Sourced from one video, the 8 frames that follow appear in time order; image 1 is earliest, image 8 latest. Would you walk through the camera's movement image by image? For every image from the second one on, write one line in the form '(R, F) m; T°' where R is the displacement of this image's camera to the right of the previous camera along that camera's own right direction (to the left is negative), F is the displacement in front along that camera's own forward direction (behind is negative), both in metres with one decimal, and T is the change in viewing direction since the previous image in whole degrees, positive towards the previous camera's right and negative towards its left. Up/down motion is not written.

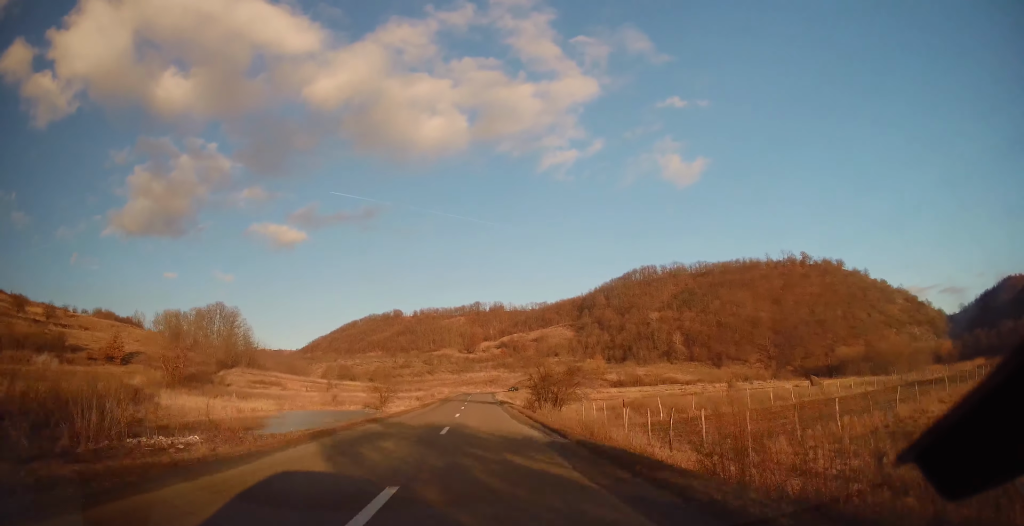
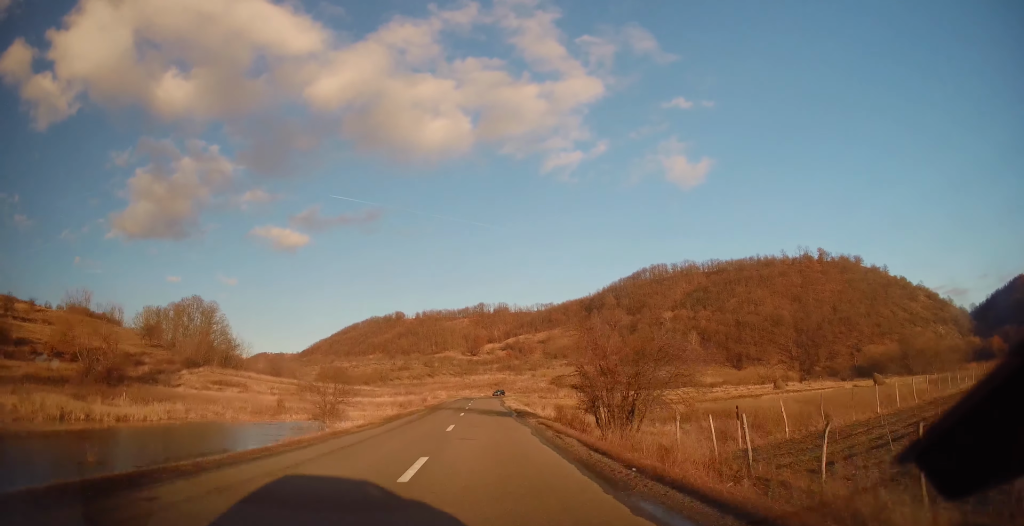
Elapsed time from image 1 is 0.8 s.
(-0.1, +19.2) m; 0°
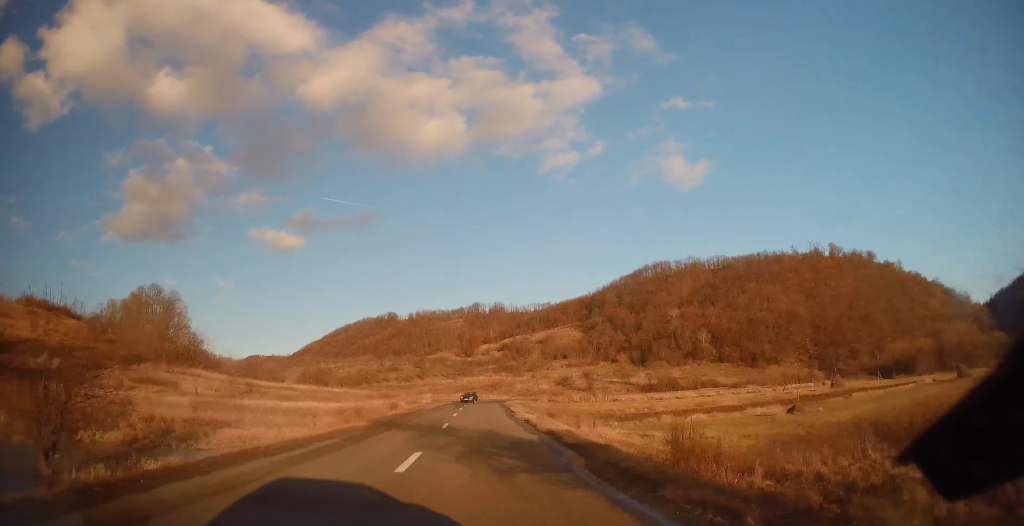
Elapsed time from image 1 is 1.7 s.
(-0.1, +21.2) m; 0°
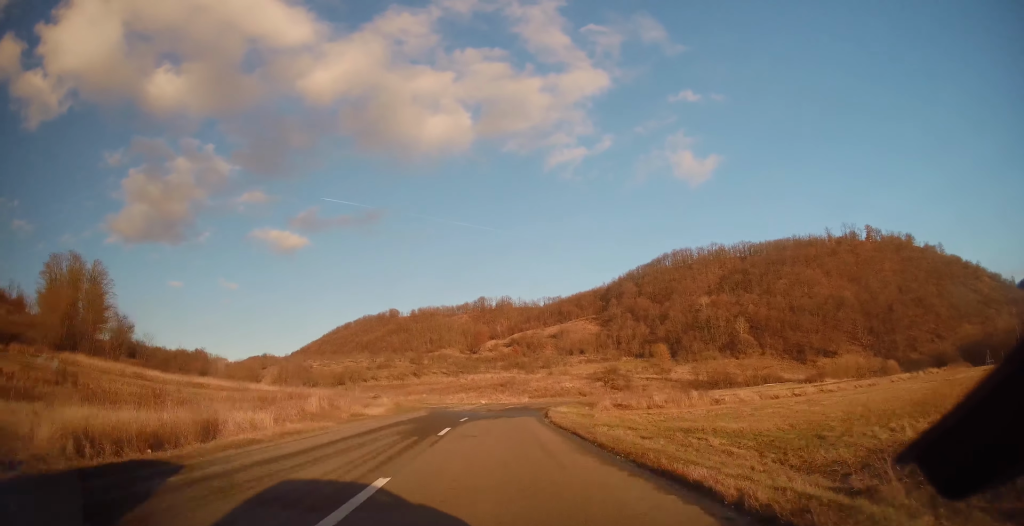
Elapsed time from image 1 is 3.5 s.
(+0.1, +36.3) m; +2°
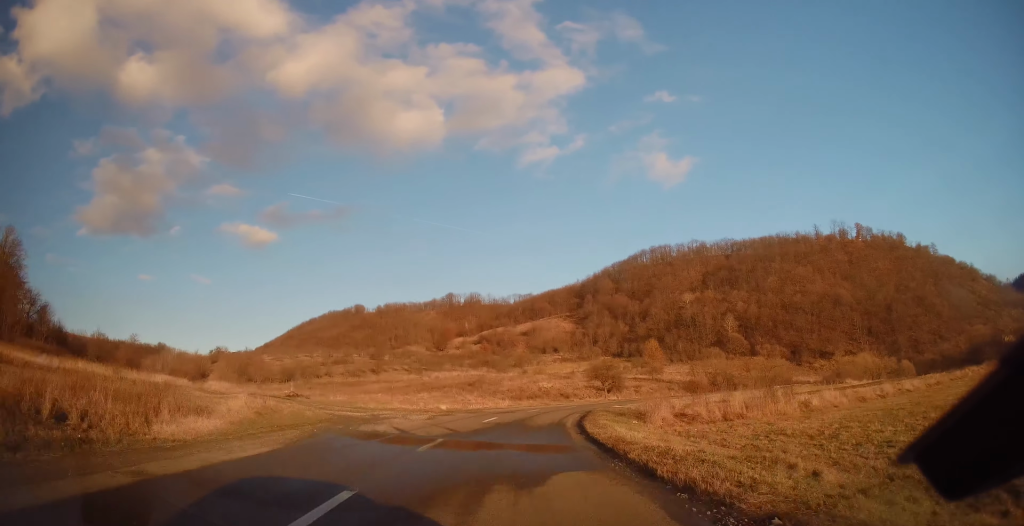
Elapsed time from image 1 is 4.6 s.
(+1.0, +19.5) m; +5°
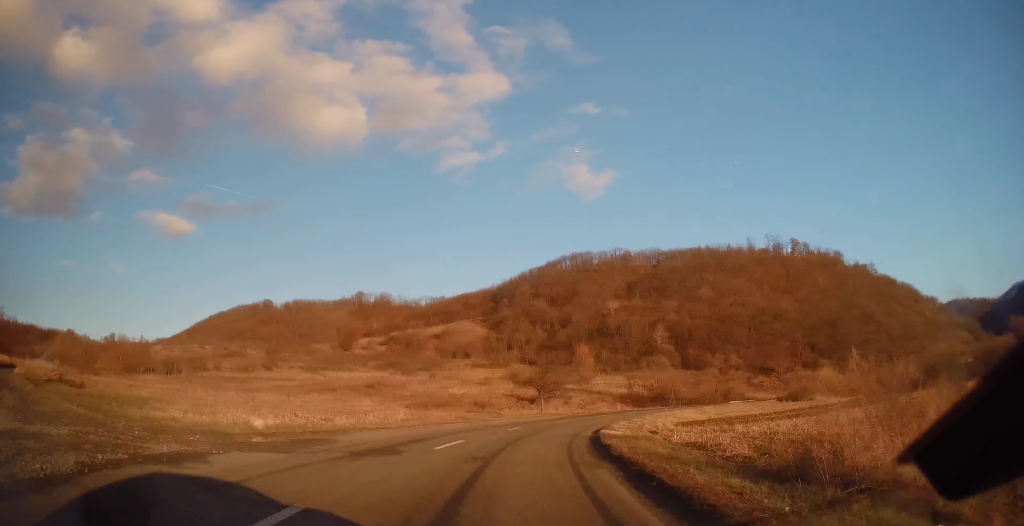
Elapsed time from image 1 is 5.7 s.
(+1.2, +19.2) m; +10°
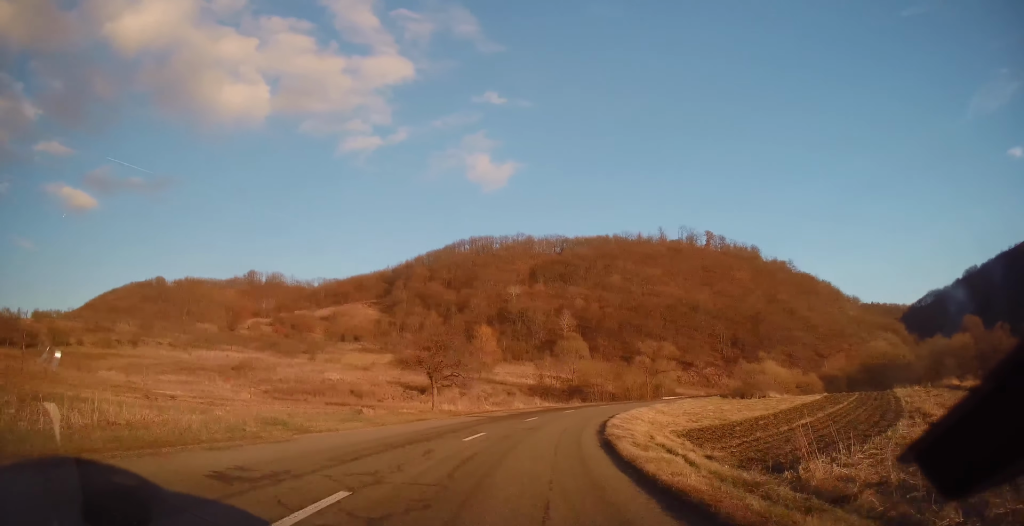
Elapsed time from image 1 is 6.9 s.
(+2.3, +19.4) m; +11°
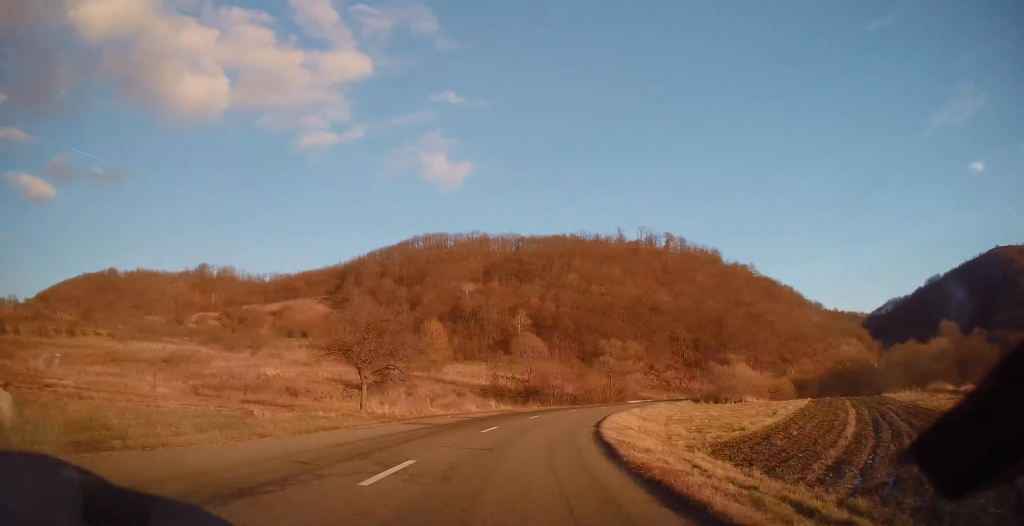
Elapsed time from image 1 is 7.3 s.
(-0.3, +7.9) m; +4°
